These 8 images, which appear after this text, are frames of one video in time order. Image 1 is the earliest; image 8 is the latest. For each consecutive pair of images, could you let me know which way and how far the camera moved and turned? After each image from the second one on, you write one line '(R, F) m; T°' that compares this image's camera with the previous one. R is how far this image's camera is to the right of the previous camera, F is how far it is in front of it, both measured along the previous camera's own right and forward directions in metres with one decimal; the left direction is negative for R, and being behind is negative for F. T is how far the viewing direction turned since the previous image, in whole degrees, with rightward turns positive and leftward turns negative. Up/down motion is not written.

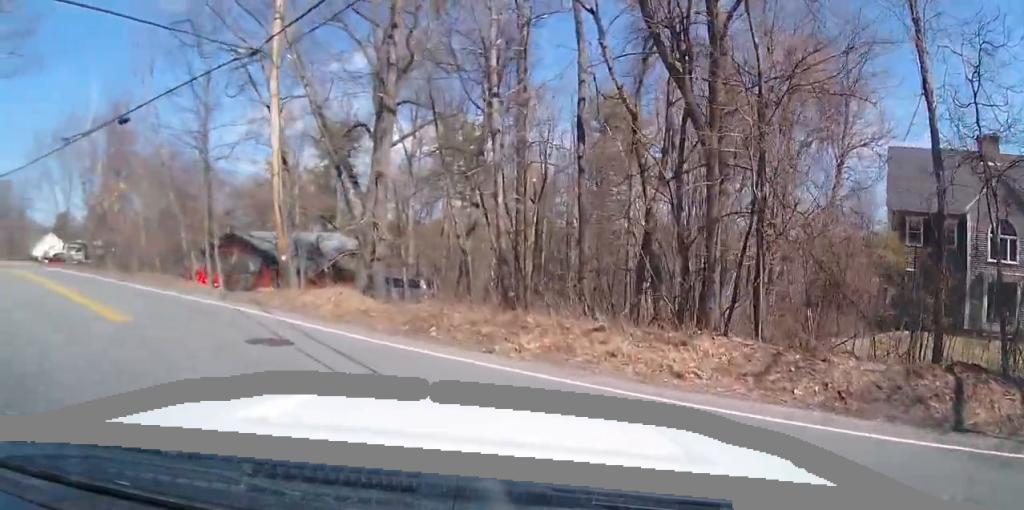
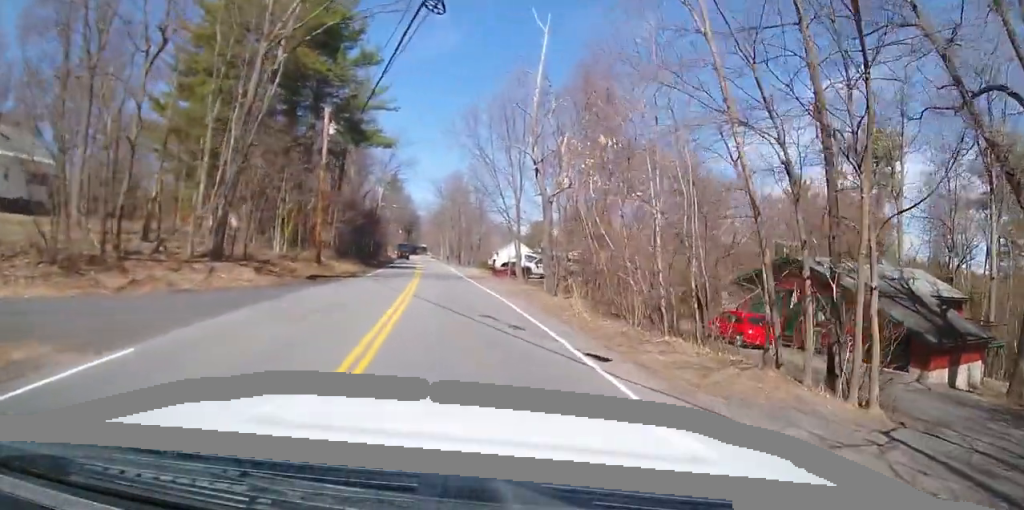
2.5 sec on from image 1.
(-3.5, +10.1) m; -25°
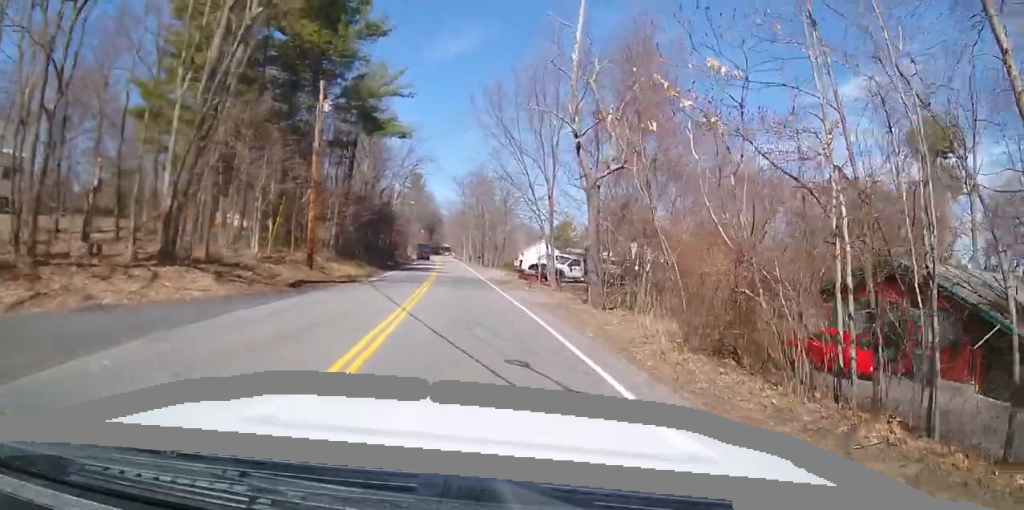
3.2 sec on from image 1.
(-0.1, +4.4) m; -3°
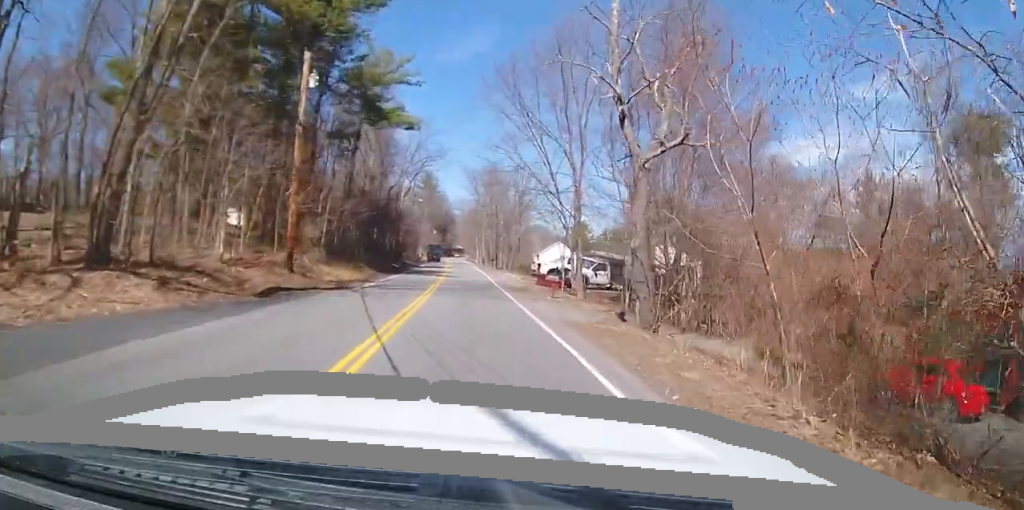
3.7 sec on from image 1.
(0.0, +3.9) m; -3°
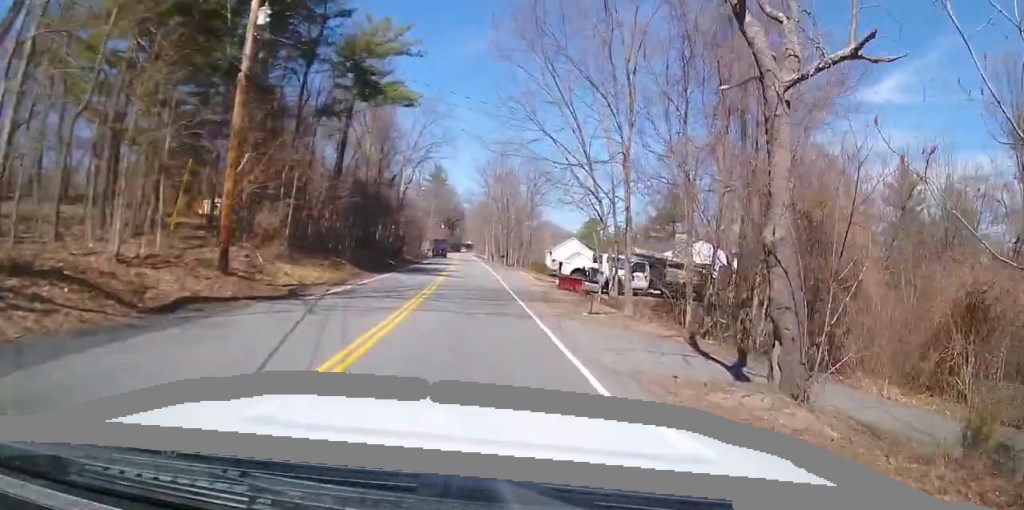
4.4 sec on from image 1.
(-0.3, +6.0) m; -3°
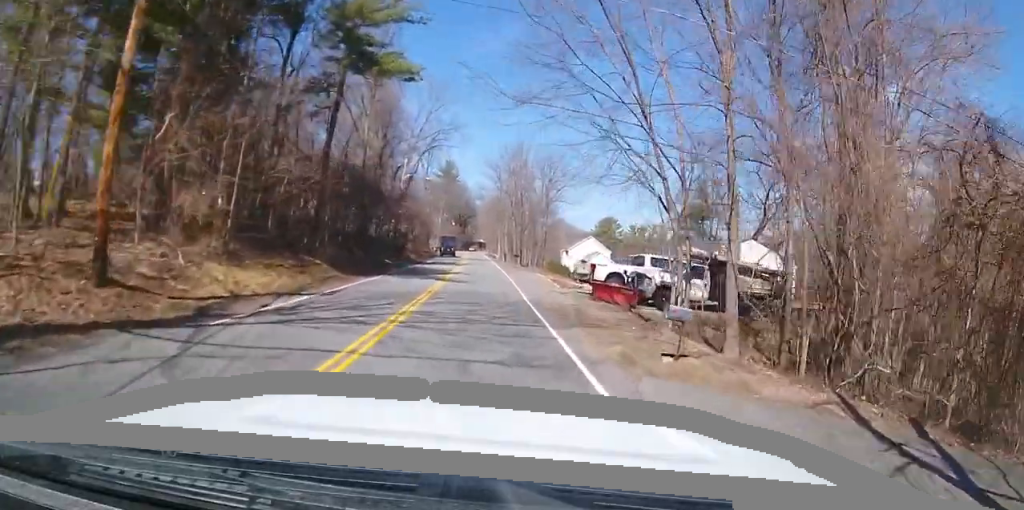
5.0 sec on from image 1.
(-0.3, +5.9) m; -2°
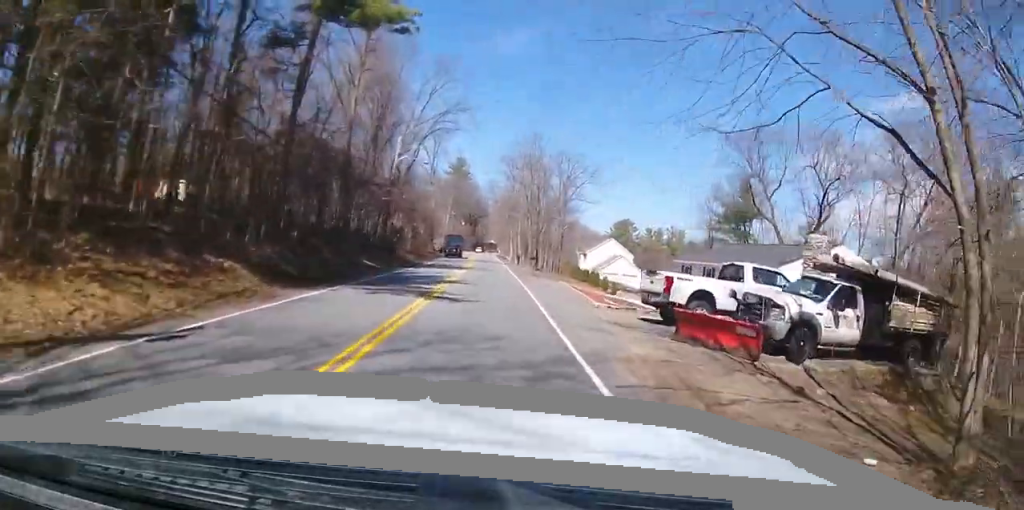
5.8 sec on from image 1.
(+0.1, +8.7) m; 0°
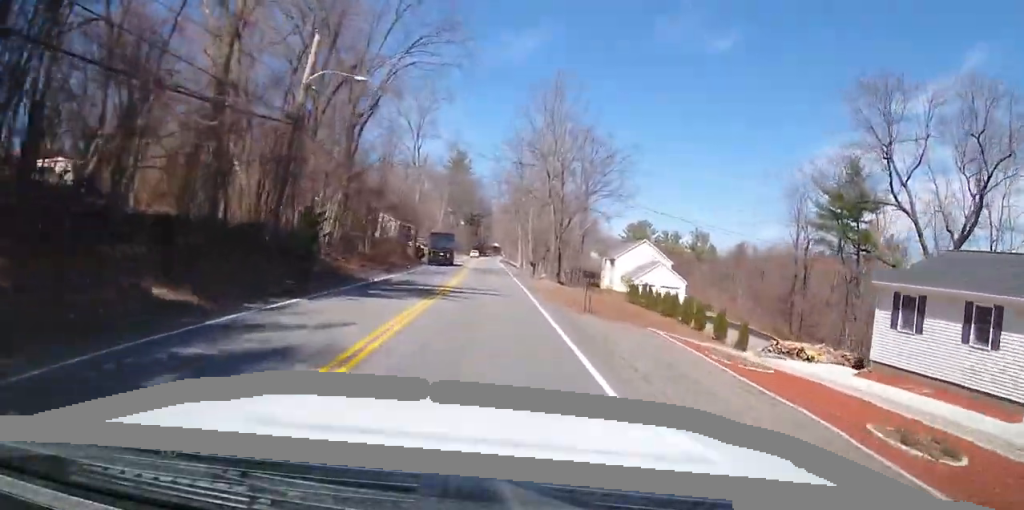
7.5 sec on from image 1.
(-0.2, +19.4) m; -1°
